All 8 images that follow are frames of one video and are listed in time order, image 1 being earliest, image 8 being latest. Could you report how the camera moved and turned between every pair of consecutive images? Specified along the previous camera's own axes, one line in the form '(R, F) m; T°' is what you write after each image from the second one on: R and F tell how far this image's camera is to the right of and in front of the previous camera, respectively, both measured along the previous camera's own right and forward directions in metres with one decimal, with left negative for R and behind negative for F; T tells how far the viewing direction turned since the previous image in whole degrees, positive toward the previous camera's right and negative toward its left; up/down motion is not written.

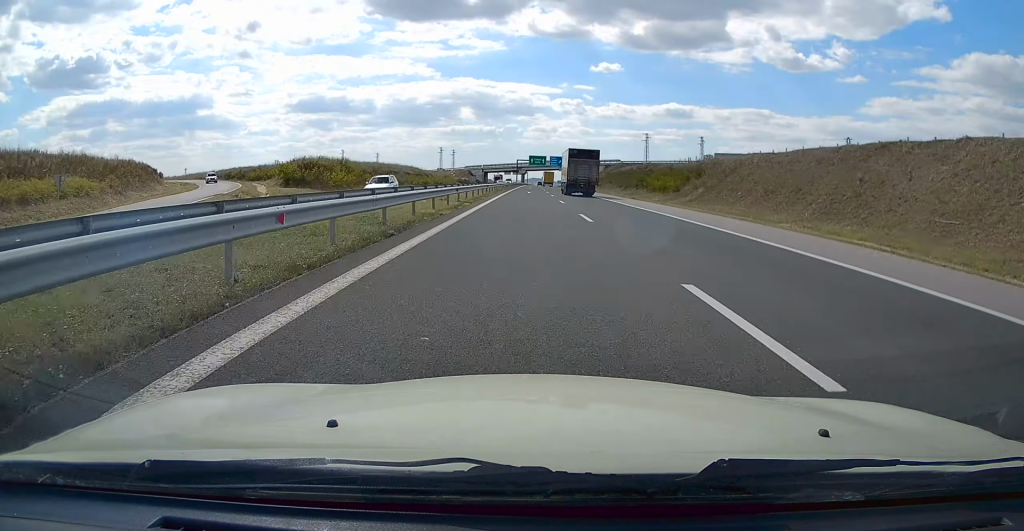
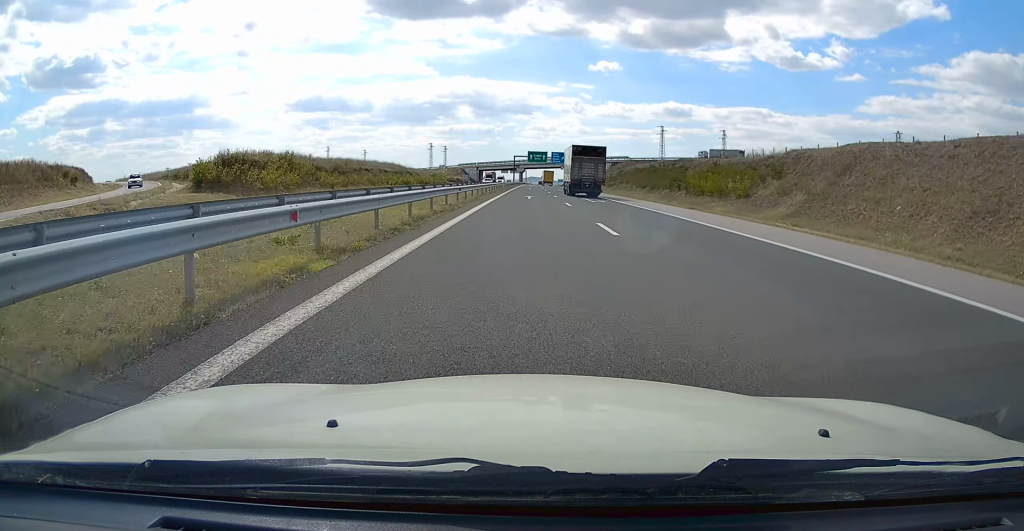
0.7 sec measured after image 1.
(-0.1, +20.9) m; +1°
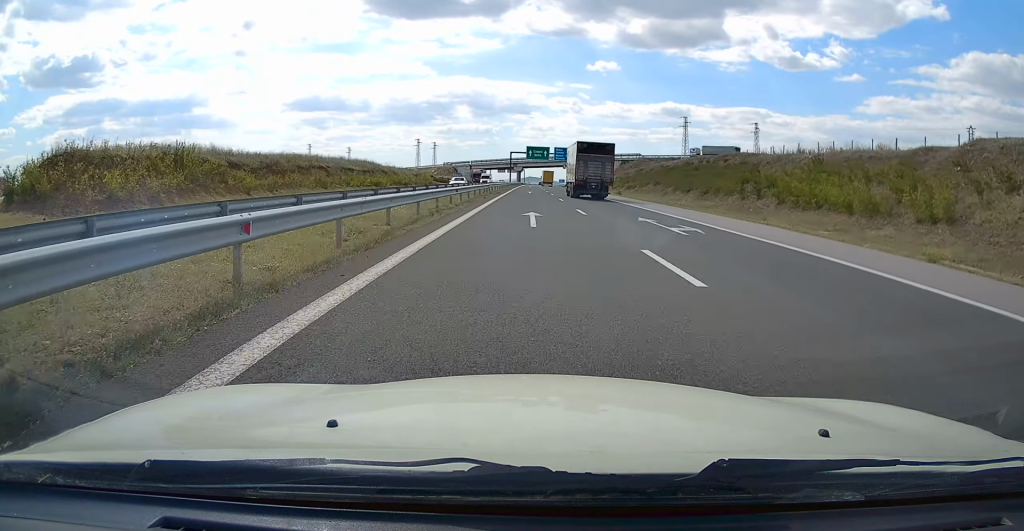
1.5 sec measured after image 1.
(+0.3, +22.9) m; 0°
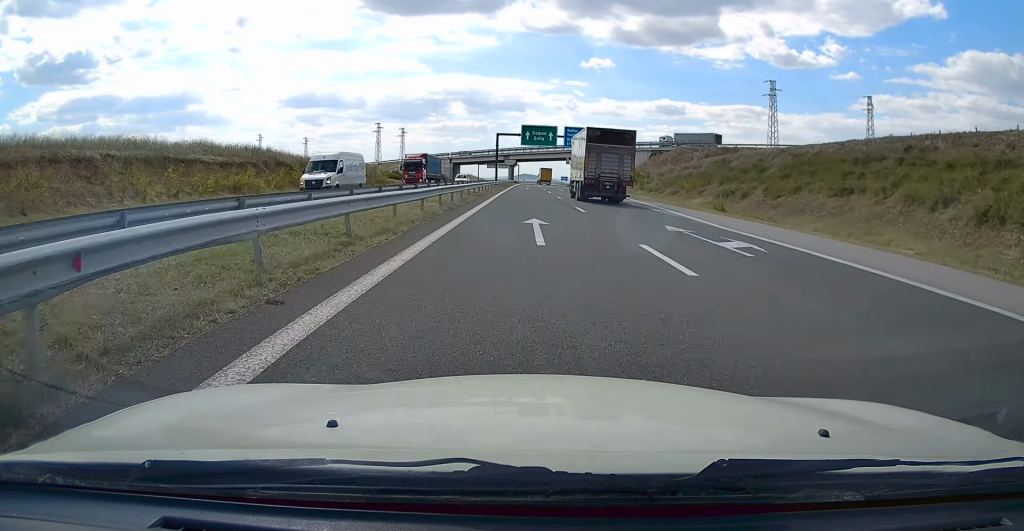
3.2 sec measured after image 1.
(-0.5, +46.9) m; -1°
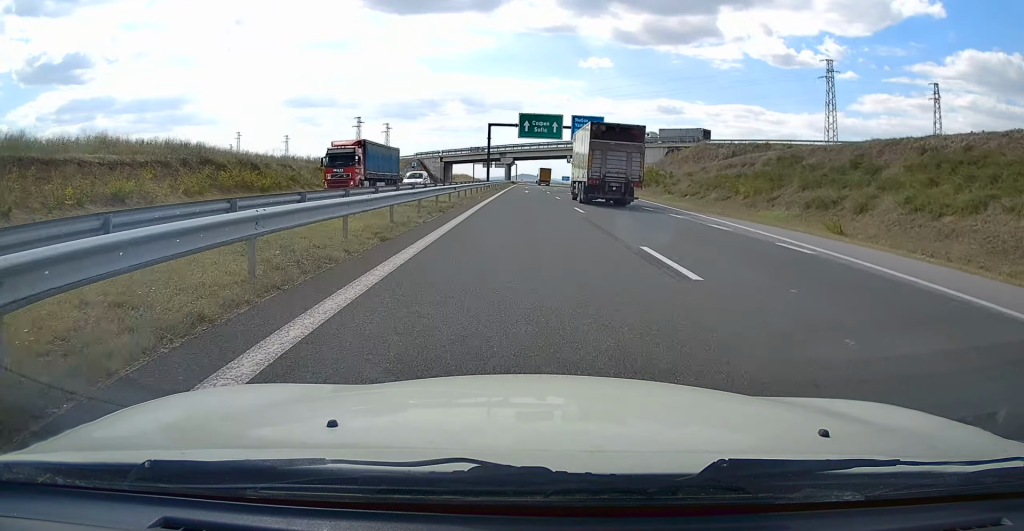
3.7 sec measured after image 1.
(-0.1, +16.4) m; +1°
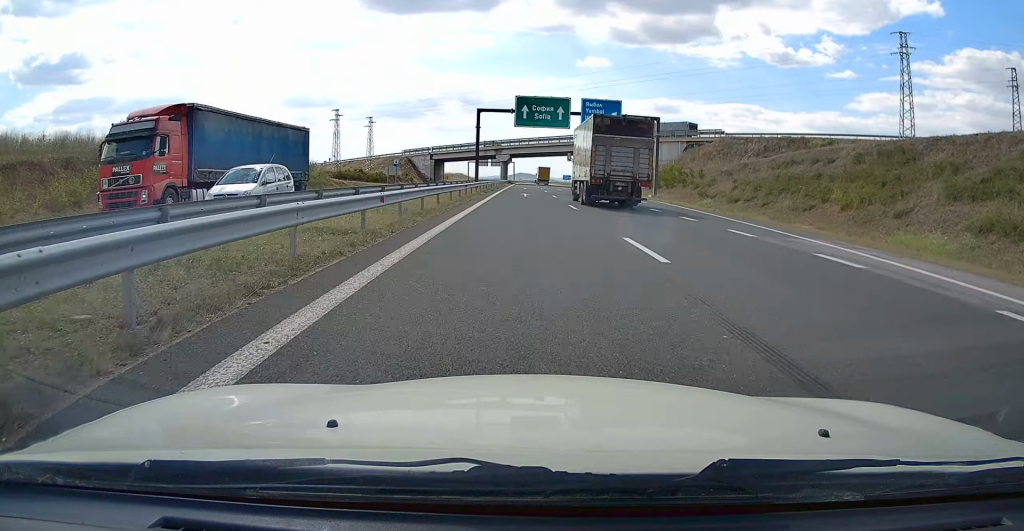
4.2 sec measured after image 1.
(+0.1, +14.4) m; 0°
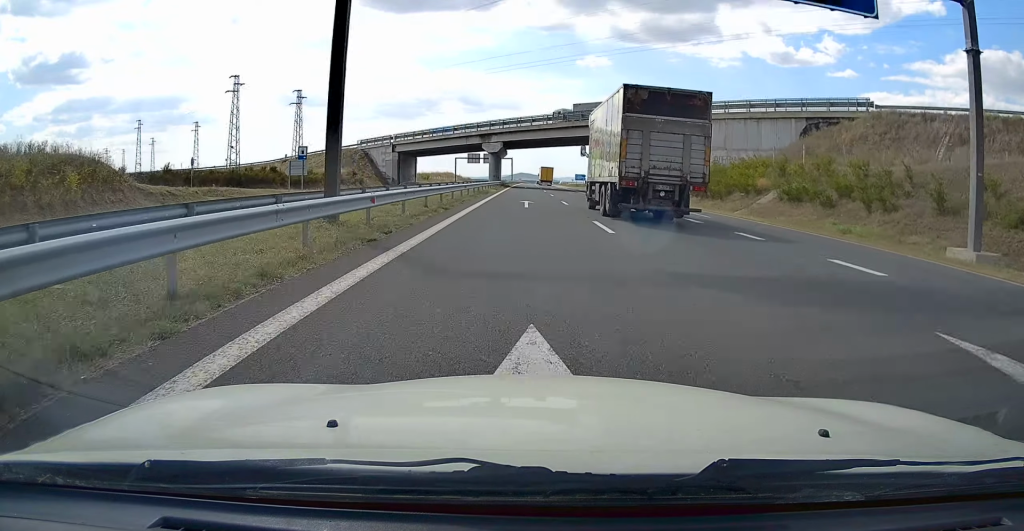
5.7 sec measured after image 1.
(+0.4, +43.1) m; 0°
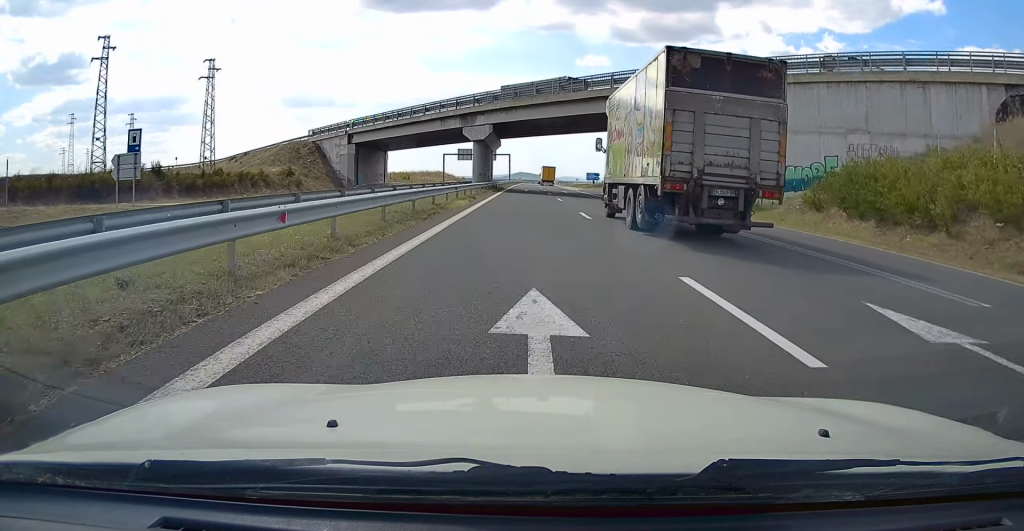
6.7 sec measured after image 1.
(0.0, +26.7) m; -1°
